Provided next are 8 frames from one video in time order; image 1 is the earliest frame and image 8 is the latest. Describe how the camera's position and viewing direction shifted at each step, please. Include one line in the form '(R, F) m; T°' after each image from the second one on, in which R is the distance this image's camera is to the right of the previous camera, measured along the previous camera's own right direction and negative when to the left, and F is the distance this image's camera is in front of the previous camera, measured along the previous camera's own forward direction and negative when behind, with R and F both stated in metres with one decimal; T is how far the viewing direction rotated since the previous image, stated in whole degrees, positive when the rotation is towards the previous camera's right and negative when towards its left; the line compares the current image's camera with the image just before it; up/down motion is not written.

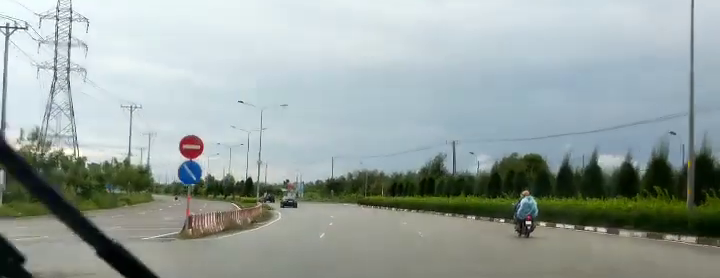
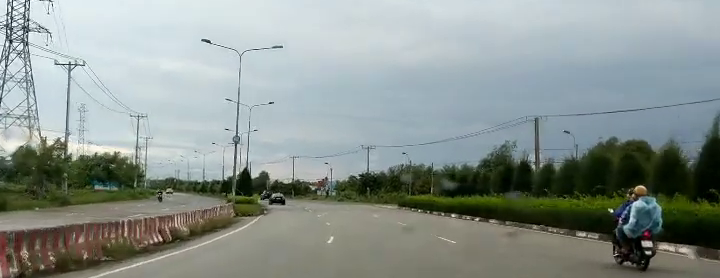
(-2.3, +28.0) m; -7°
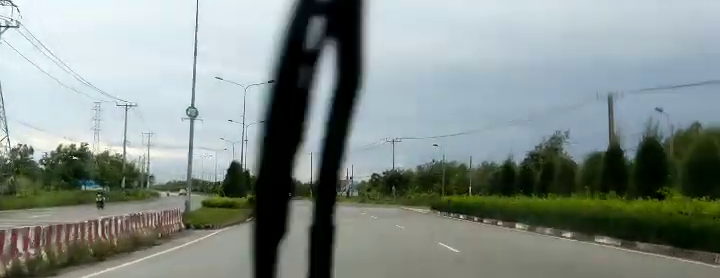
(+0.3, +15.0) m; -1°
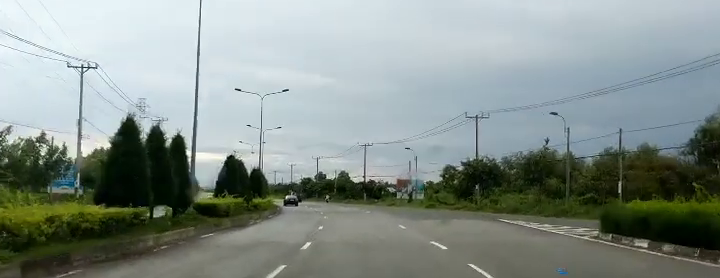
(-1.0, +29.7) m; -3°
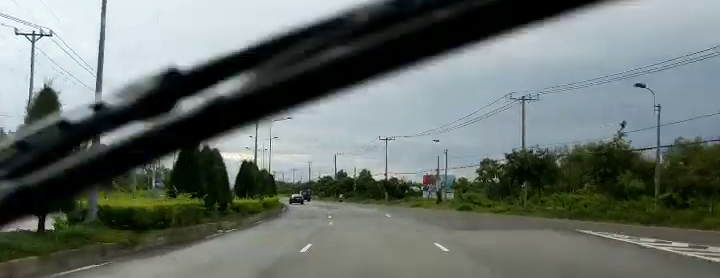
(-0.2, +12.0) m; -1°
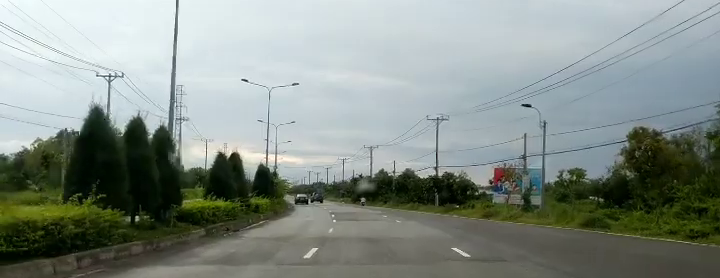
(-0.5, +28.1) m; -3°
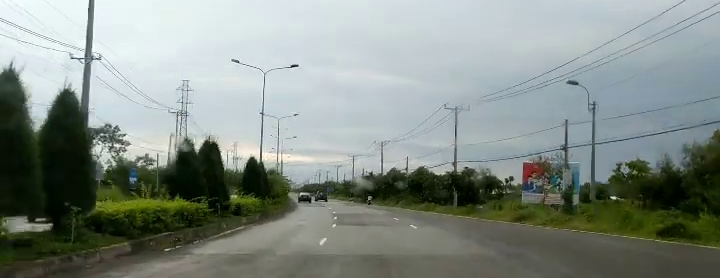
(-0.3, +8.0) m; -1°
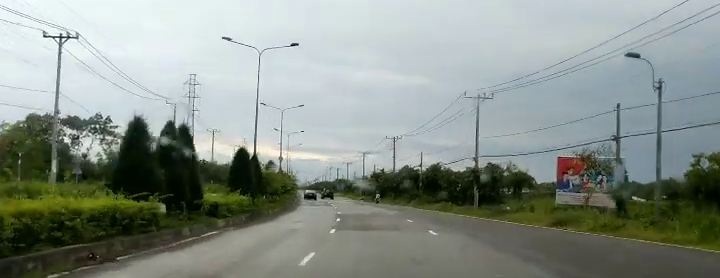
(-0.1, +6.9) m; -1°
